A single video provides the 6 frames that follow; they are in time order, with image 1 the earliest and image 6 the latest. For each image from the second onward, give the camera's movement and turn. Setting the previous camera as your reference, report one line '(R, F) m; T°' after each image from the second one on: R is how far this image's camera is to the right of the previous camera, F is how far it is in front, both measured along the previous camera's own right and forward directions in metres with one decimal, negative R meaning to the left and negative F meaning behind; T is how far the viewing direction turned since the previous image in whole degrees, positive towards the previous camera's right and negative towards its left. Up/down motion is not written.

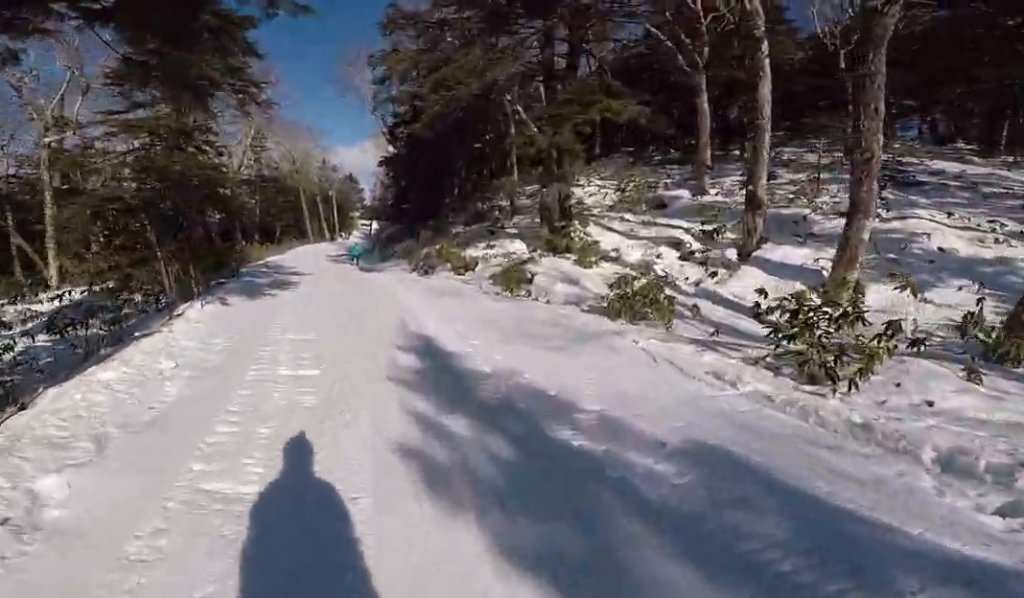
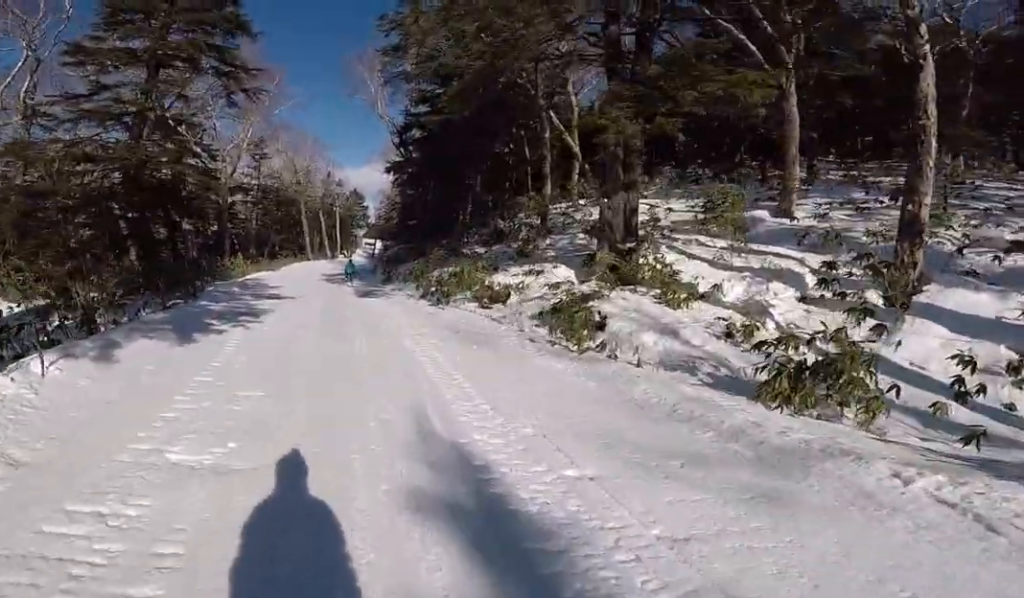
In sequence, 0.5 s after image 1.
(0.0, +3.8) m; +2°
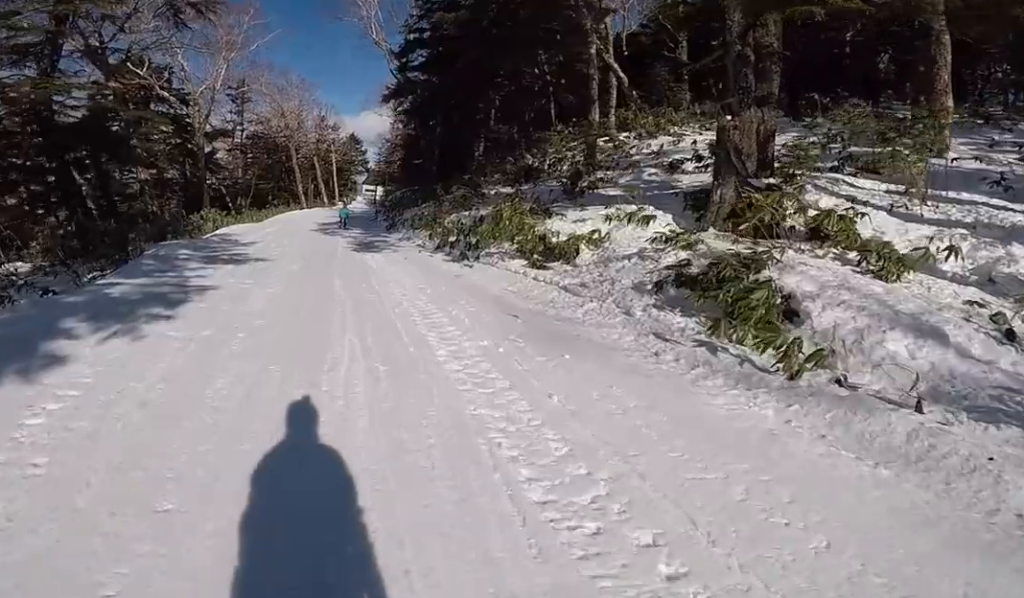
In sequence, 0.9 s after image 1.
(-0.1, +3.9) m; +2°
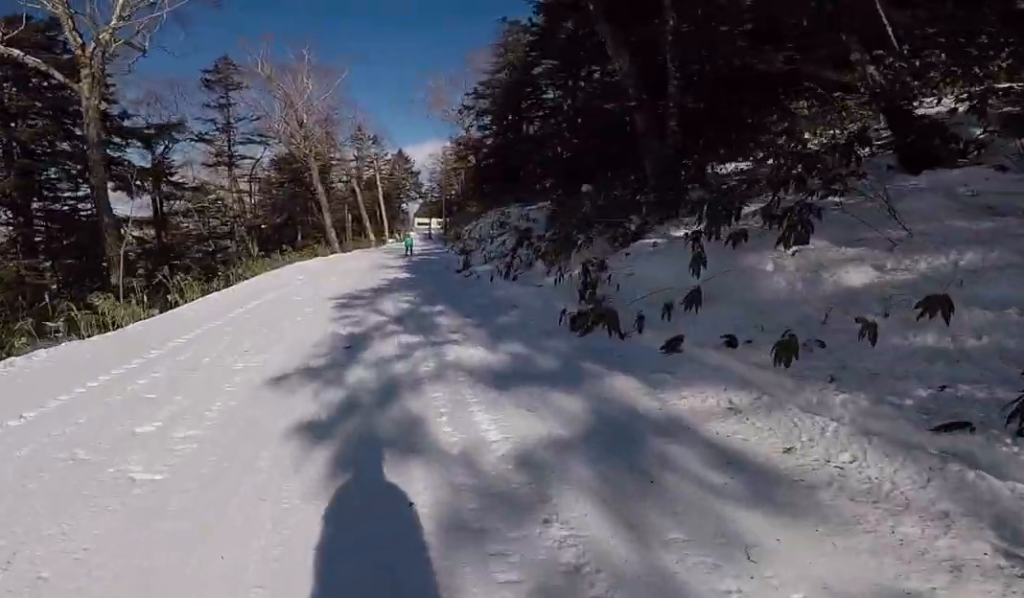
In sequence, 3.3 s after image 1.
(-0.6, +18.3) m; -9°
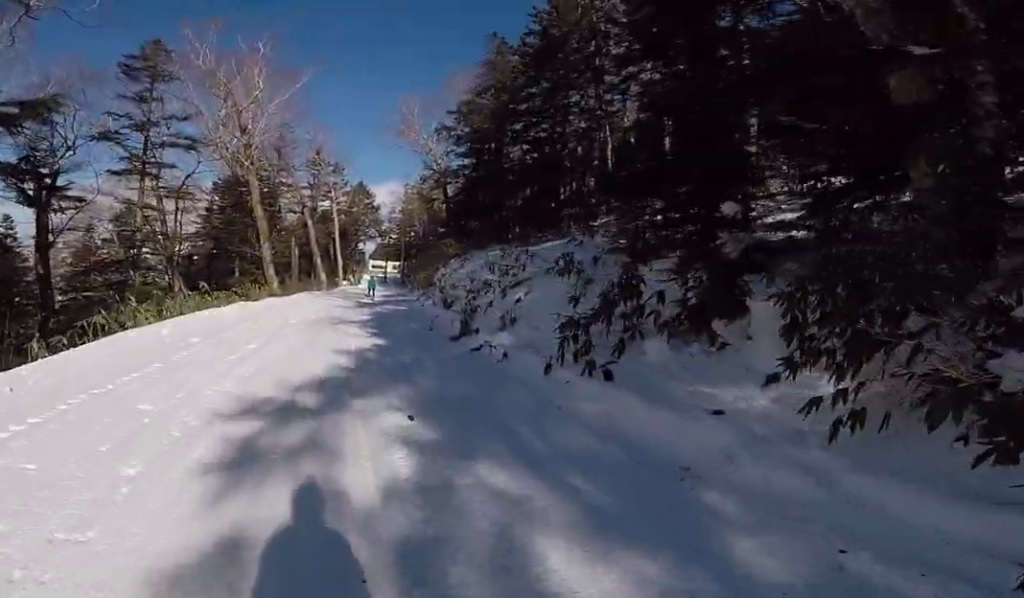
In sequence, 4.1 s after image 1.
(-0.1, +6.2) m; -1°
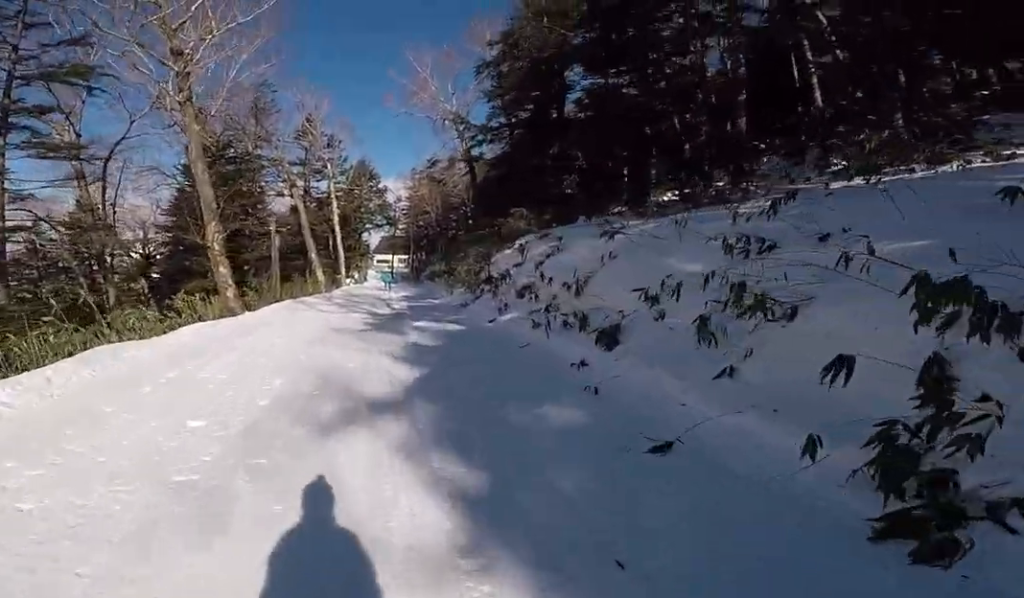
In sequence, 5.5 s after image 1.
(0.0, +9.5) m; +4°
